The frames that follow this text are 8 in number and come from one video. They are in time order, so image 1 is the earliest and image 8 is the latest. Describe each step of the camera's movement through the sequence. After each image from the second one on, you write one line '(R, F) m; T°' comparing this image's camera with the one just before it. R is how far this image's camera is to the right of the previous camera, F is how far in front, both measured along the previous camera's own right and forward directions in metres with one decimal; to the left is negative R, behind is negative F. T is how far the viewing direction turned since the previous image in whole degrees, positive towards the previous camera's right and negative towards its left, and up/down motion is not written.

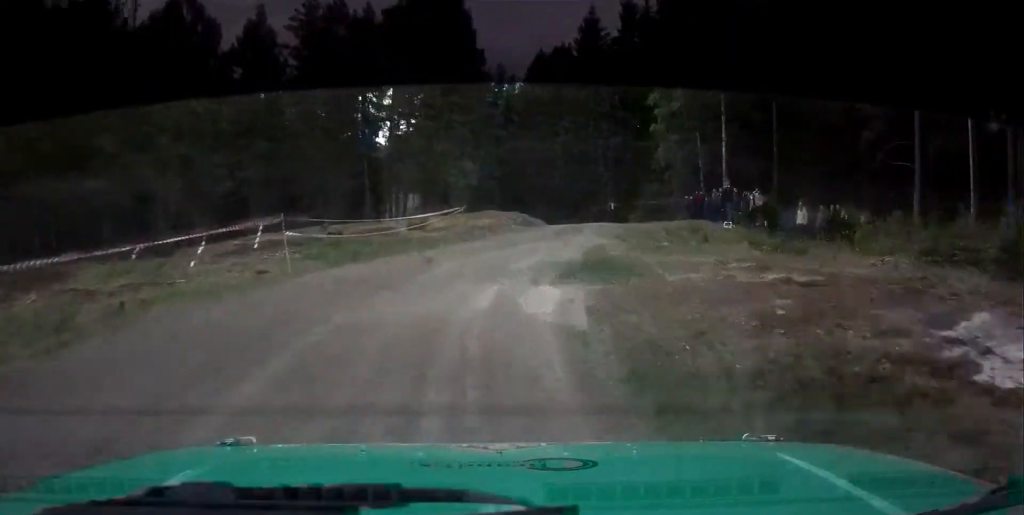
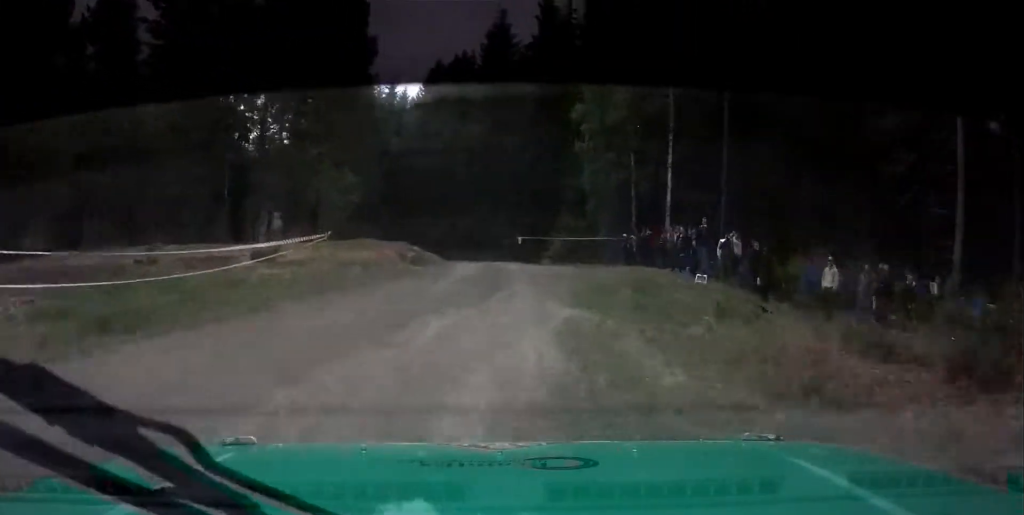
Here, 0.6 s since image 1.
(+0.6, +10.5) m; +7°
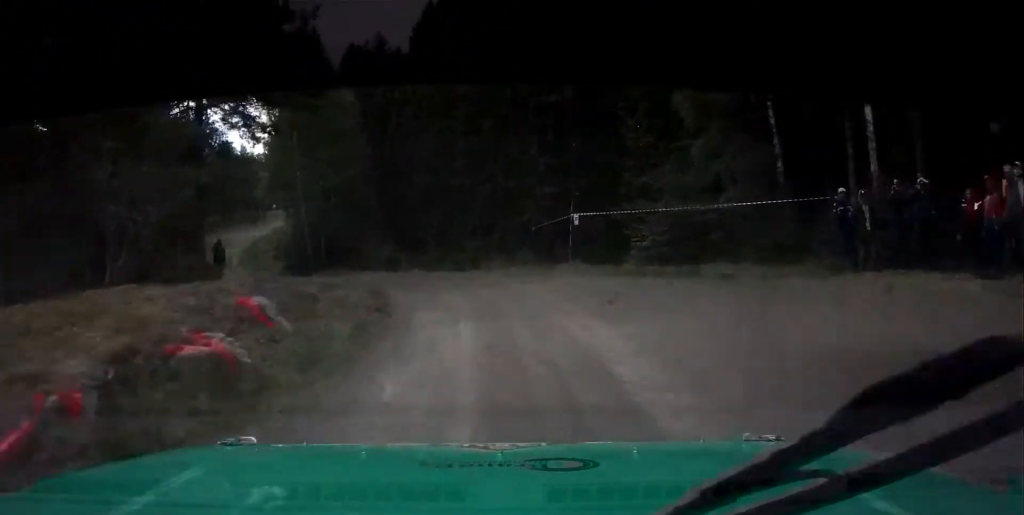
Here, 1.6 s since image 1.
(+2.2, +20.7) m; +2°
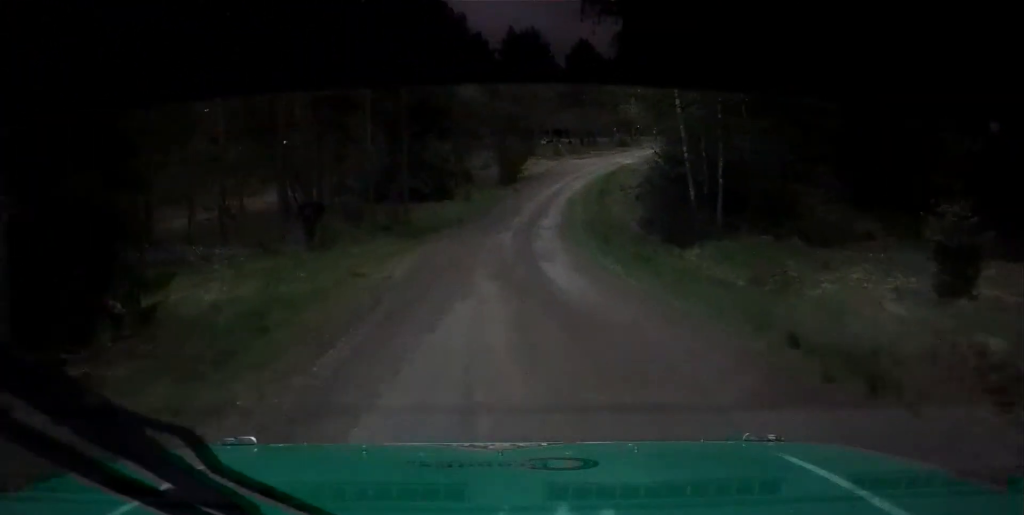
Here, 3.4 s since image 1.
(-7.1, +39.4) m; -16°
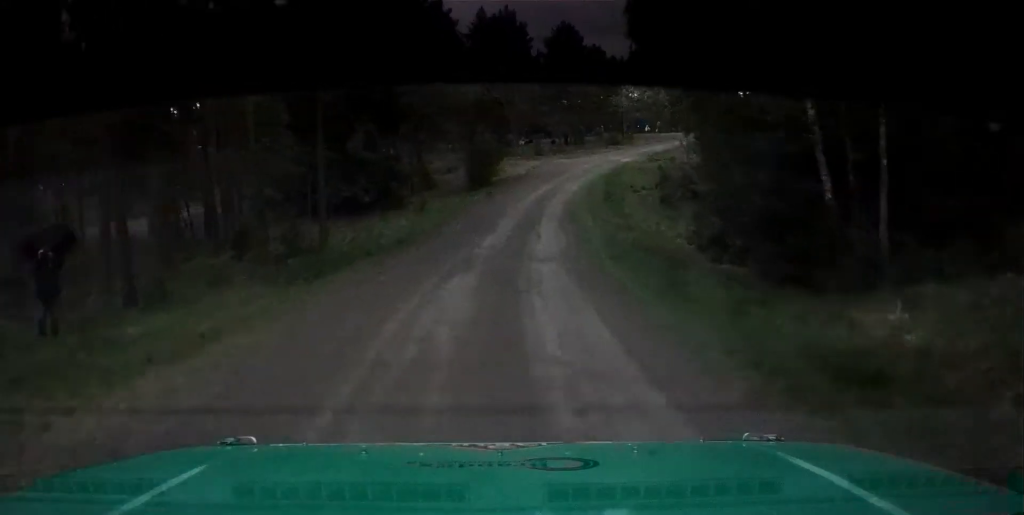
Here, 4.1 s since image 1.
(-0.6, +17.8) m; -1°
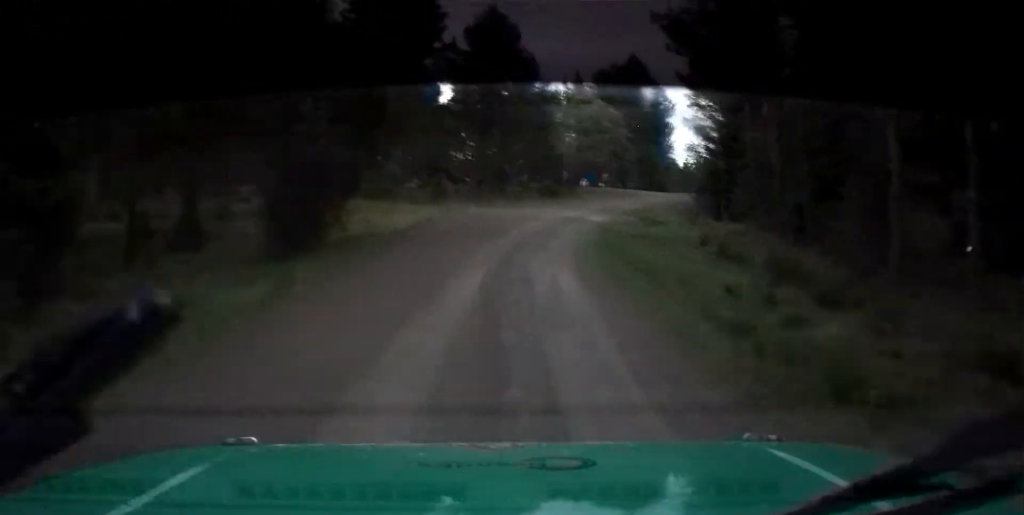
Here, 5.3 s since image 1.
(+1.1, +32.7) m; +7°
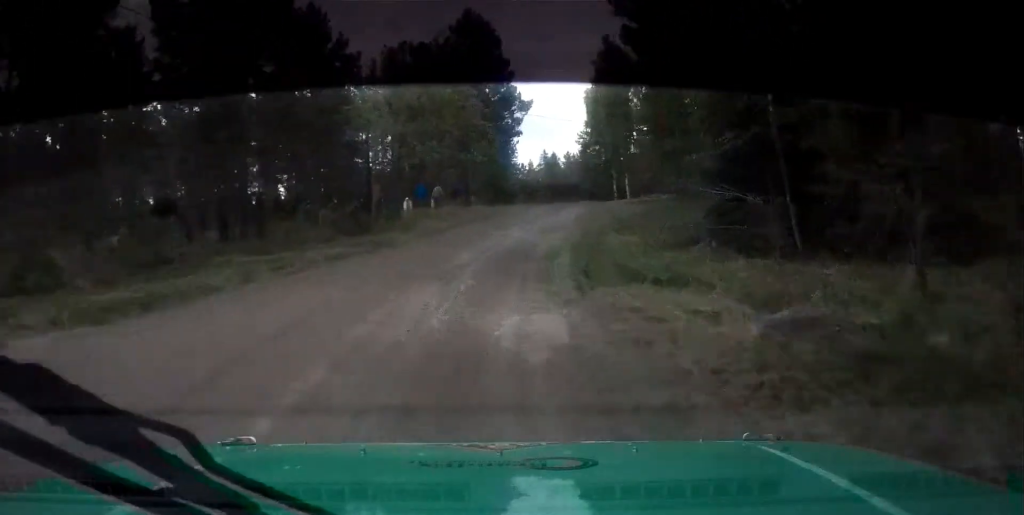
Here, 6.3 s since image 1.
(+2.1, +29.3) m; +8°
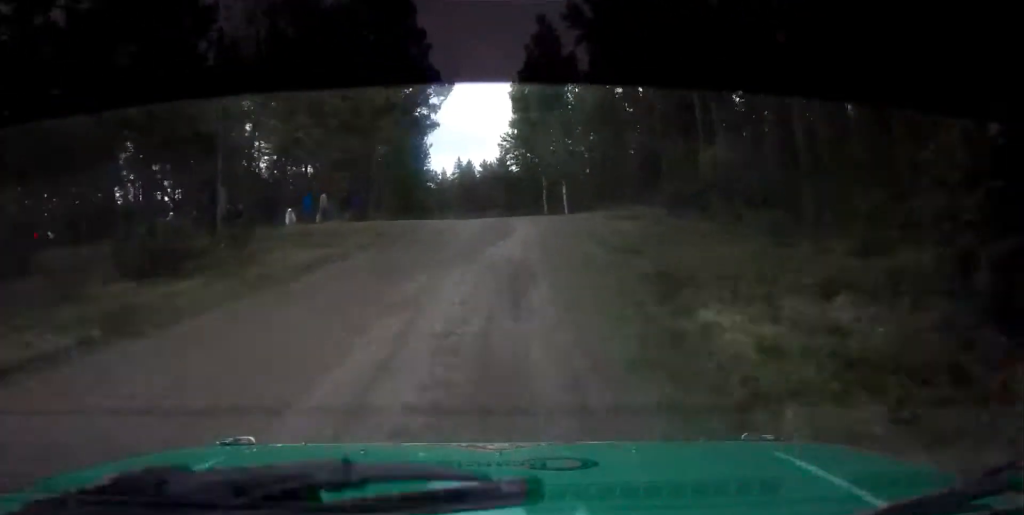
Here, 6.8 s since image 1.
(+0.2, +13.3) m; +3°
